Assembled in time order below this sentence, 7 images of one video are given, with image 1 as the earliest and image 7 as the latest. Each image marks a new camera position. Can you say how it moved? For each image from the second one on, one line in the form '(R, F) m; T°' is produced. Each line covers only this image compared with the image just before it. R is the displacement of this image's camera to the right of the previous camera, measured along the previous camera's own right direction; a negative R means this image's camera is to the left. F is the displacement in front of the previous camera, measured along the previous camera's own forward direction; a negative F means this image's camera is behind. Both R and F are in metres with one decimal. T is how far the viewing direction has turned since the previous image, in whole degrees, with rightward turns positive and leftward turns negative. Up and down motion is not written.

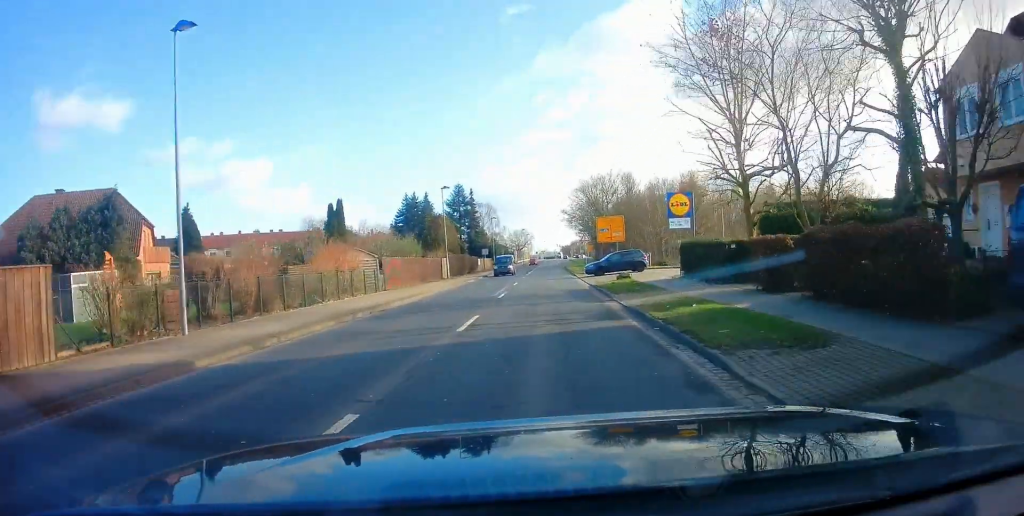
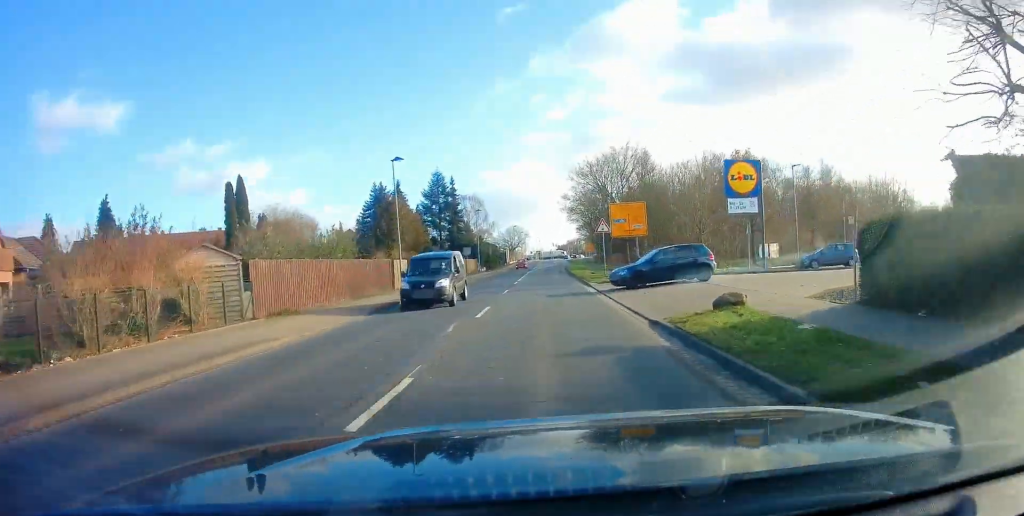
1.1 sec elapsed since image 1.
(+0.1, +14.9) m; +1°
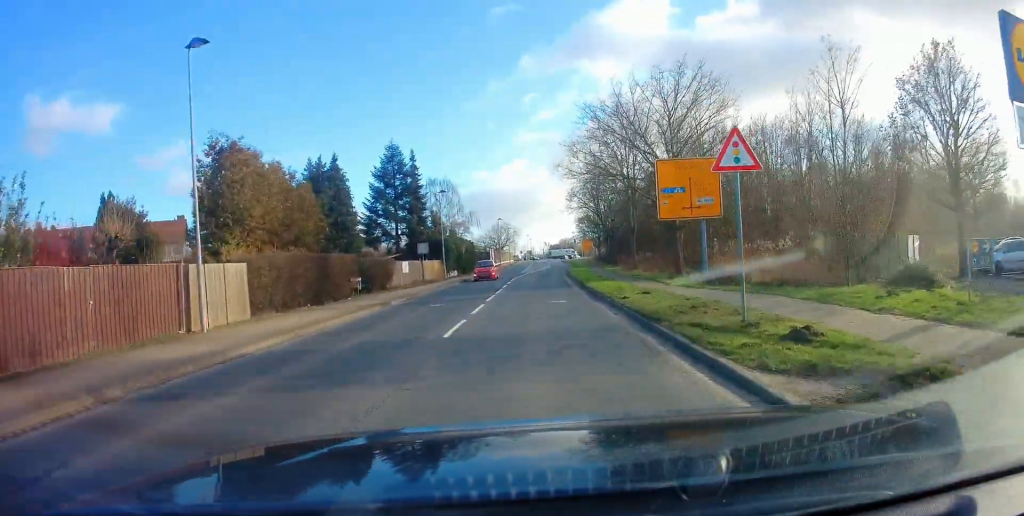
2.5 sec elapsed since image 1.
(+0.4, +20.4) m; -1°
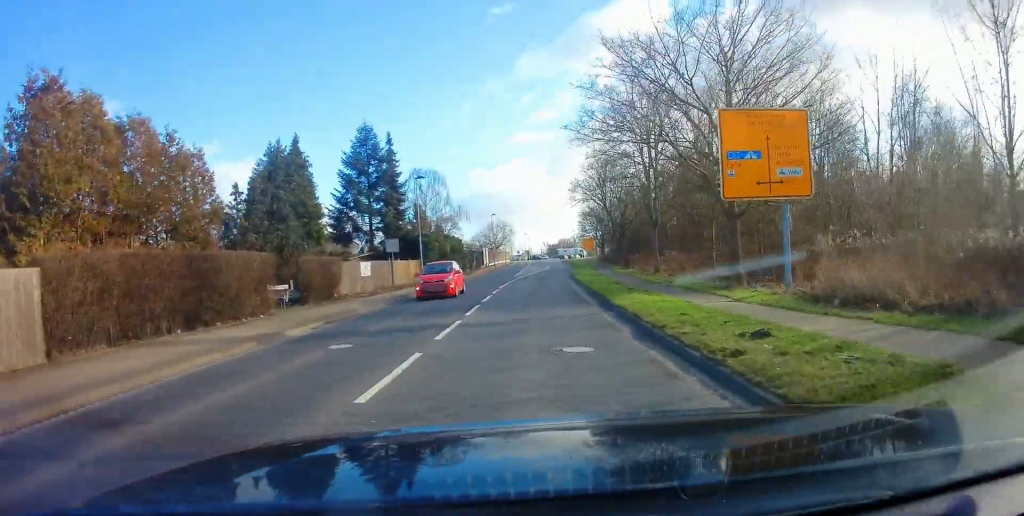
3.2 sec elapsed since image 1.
(-0.2, +8.8) m; 0°
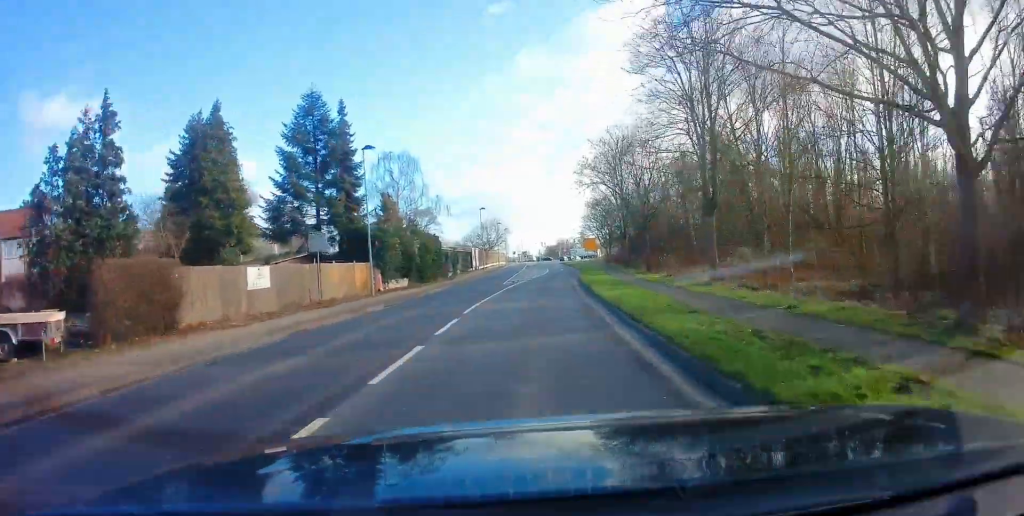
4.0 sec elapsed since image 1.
(0.0, +12.0) m; +1°
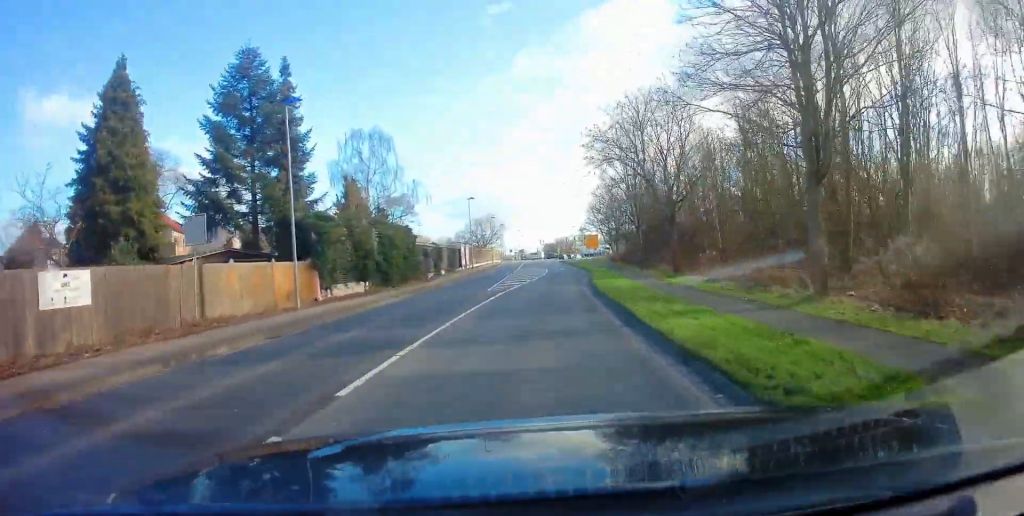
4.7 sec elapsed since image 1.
(+0.2, +9.3) m; +1°
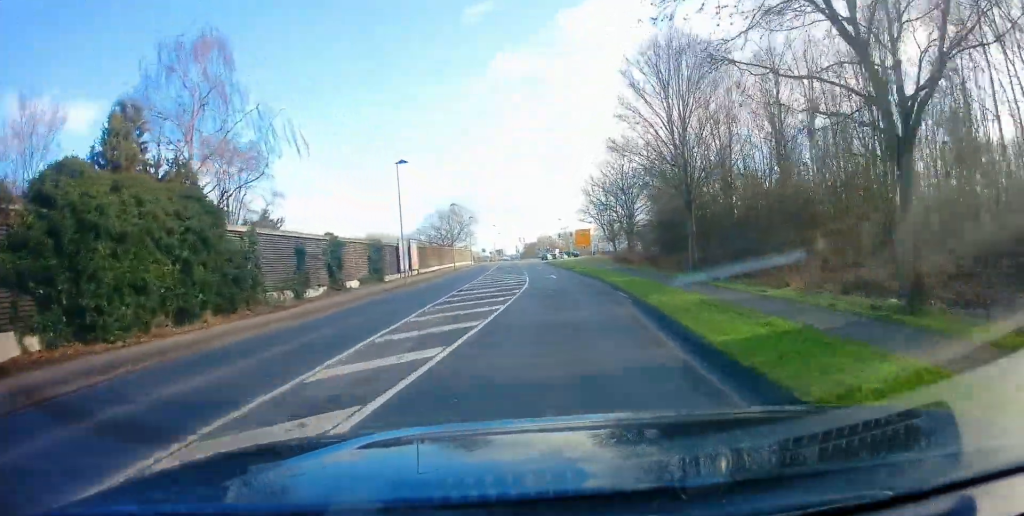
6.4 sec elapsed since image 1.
(0.0, +23.1) m; +2°
